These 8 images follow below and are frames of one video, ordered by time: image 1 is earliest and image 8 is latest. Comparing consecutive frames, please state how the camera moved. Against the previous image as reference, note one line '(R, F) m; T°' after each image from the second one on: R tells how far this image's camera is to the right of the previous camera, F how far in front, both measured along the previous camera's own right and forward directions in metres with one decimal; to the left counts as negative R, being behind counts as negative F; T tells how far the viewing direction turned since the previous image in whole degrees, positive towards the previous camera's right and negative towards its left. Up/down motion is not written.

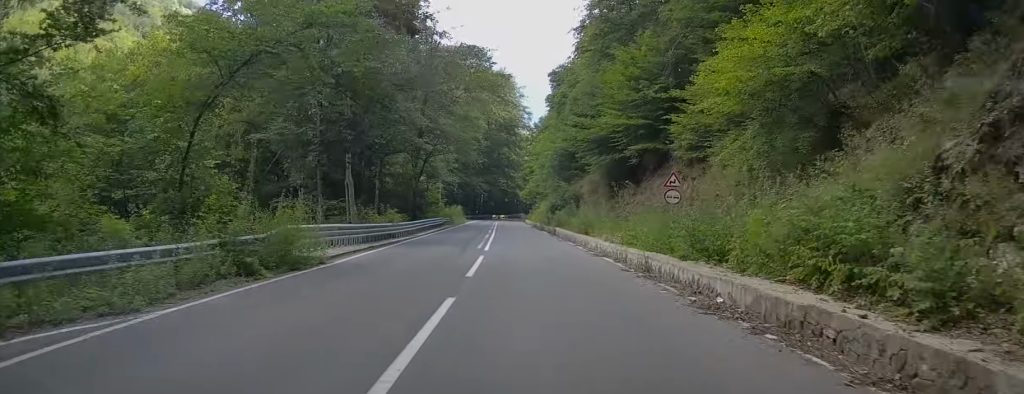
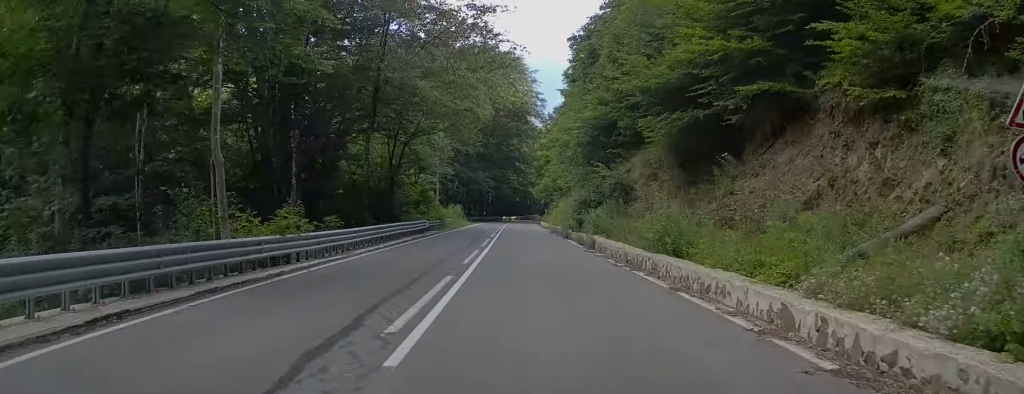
(-0.4, +16.0) m; -1°
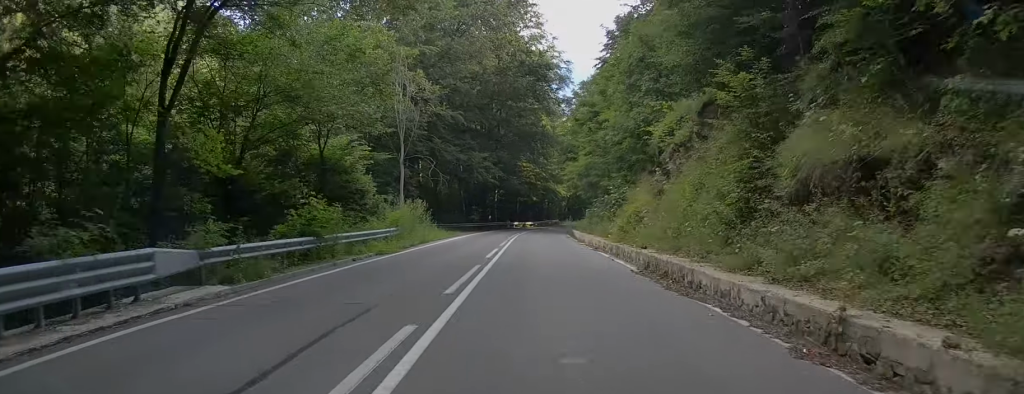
(+0.3, +31.8) m; +1°
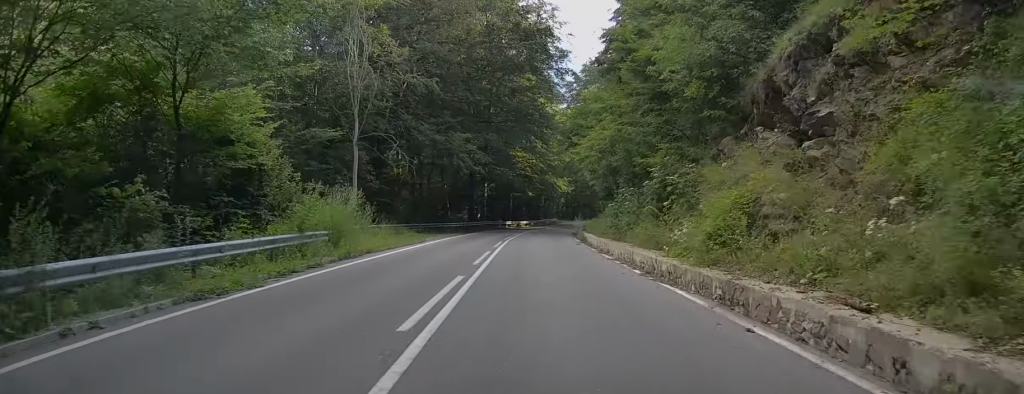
(0.0, +12.0) m; 0°
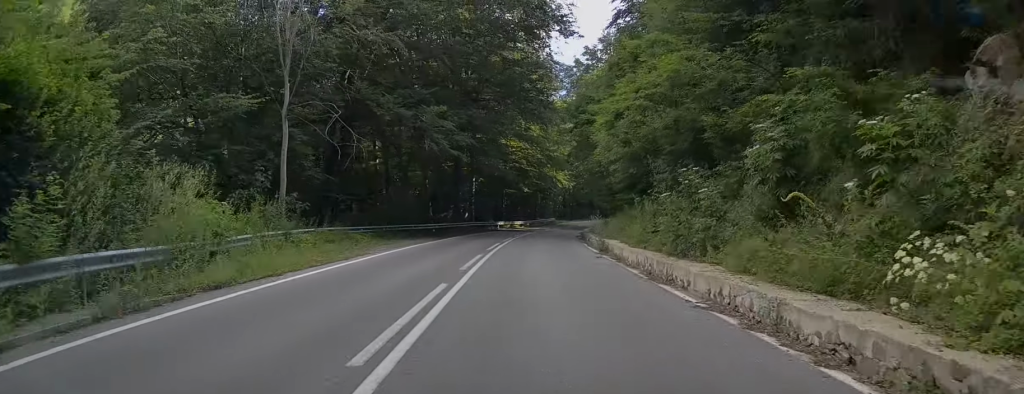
(-0.2, +10.2) m; 0°
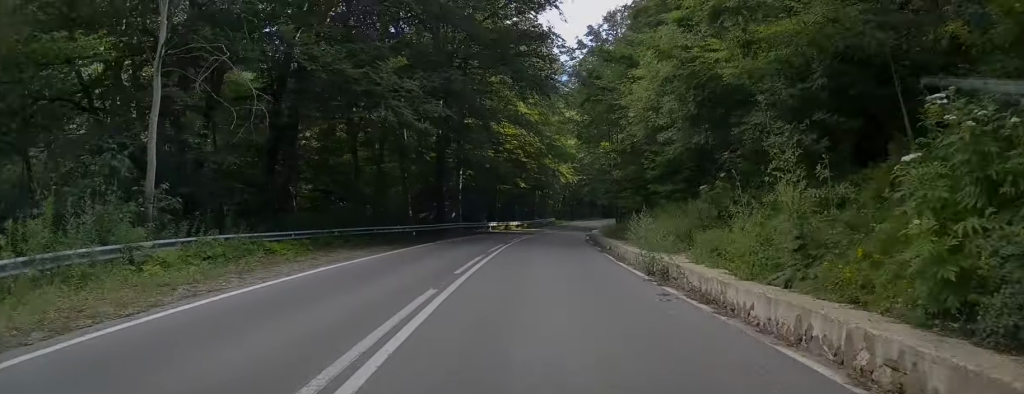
(+0.1, +9.7) m; +1°
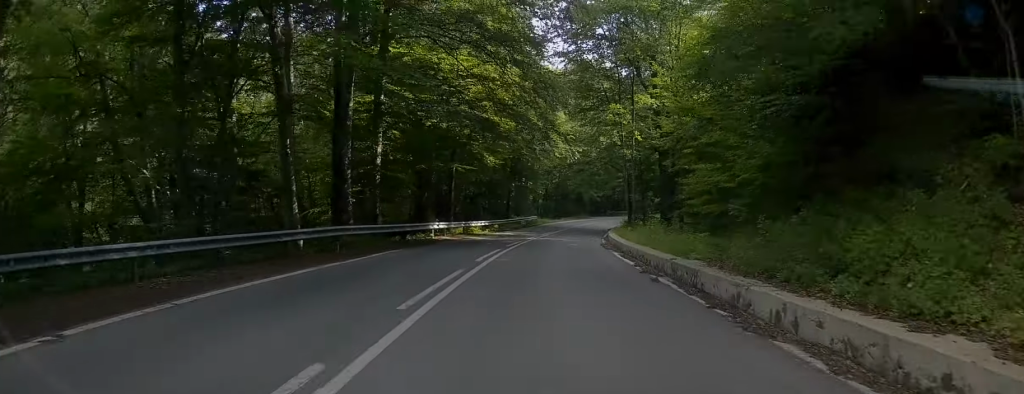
(+0.4, +22.6) m; +3°
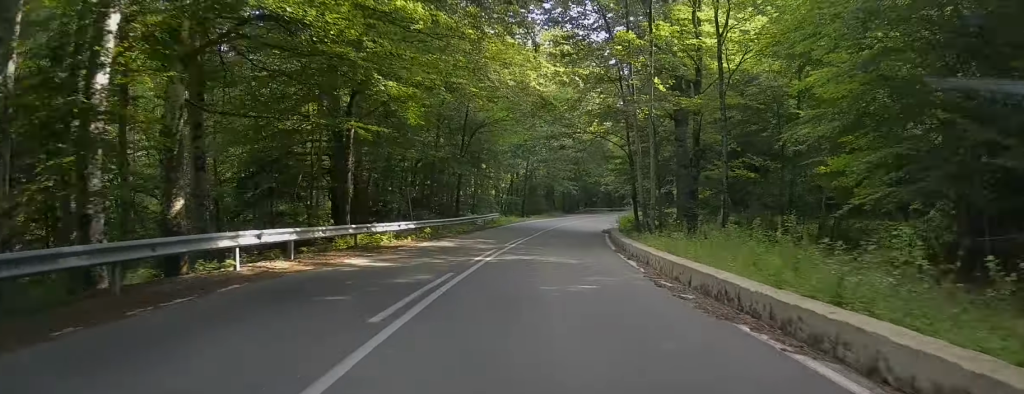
(+0.4, +18.2) m; +2°
